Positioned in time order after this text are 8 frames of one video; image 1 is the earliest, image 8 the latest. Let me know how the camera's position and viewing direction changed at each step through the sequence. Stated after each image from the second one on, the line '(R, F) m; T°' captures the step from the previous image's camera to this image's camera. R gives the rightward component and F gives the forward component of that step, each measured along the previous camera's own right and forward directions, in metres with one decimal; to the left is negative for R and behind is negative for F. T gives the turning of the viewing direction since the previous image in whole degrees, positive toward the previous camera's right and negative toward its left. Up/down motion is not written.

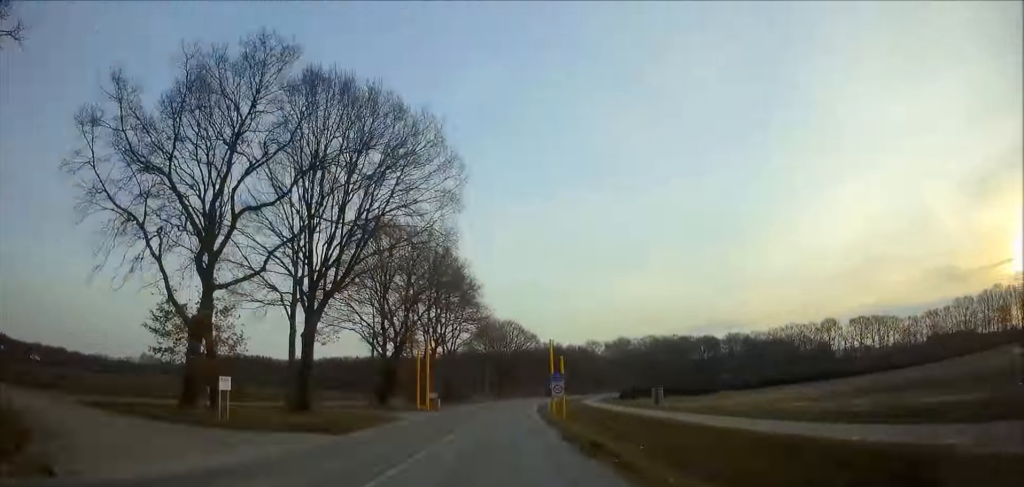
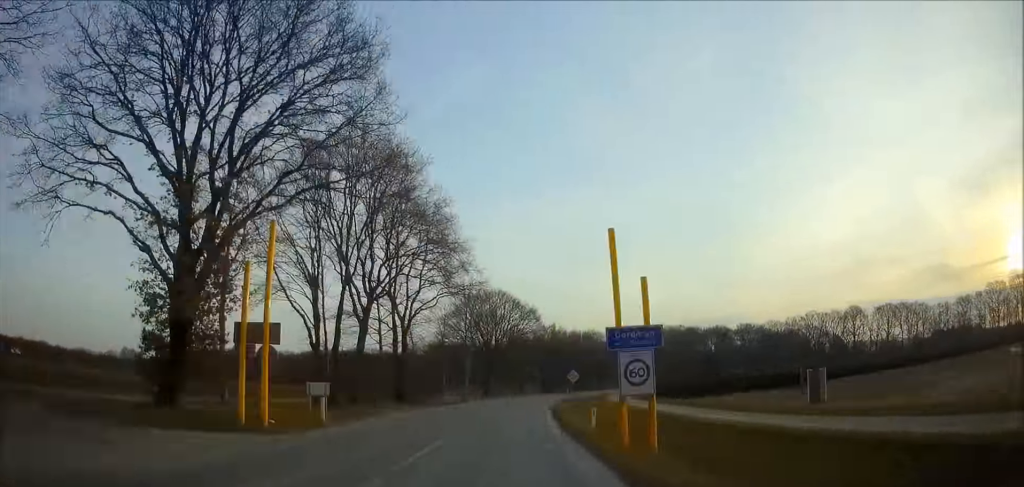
(+0.2, +26.4) m; +2°
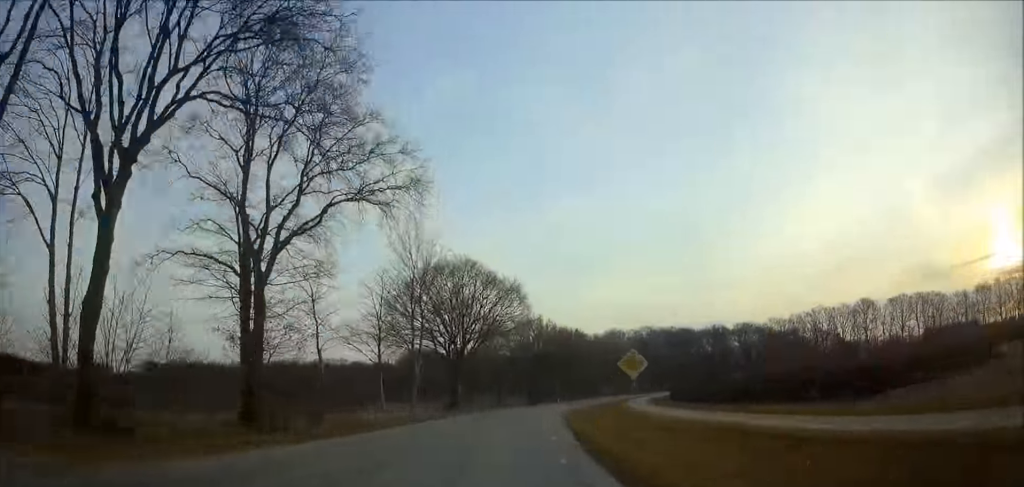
(+0.3, +22.9) m; +3°
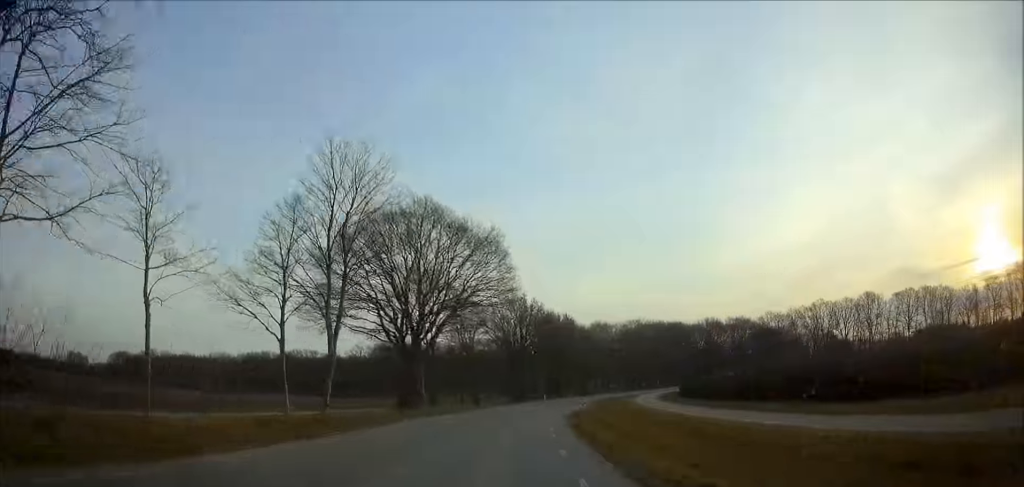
(0.0, +15.3) m; +3°
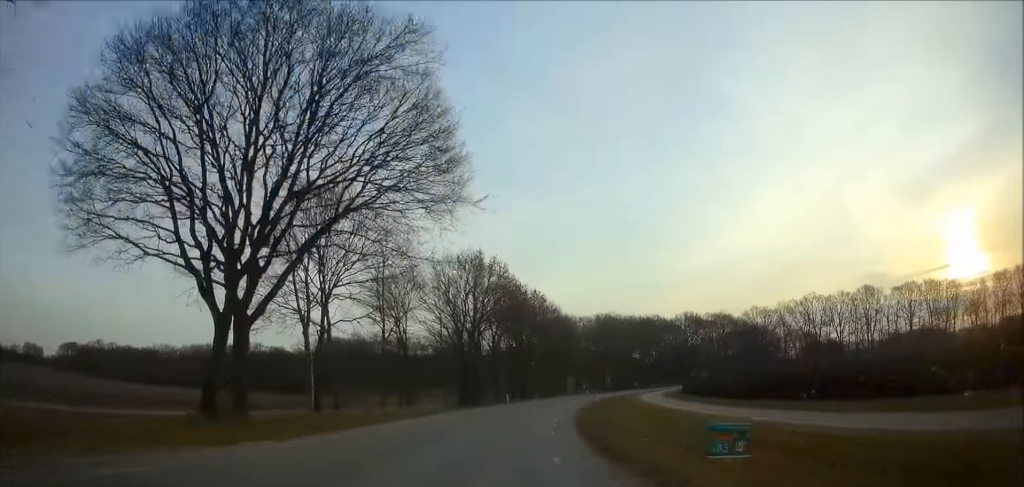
(+0.8, +21.4) m; +4°
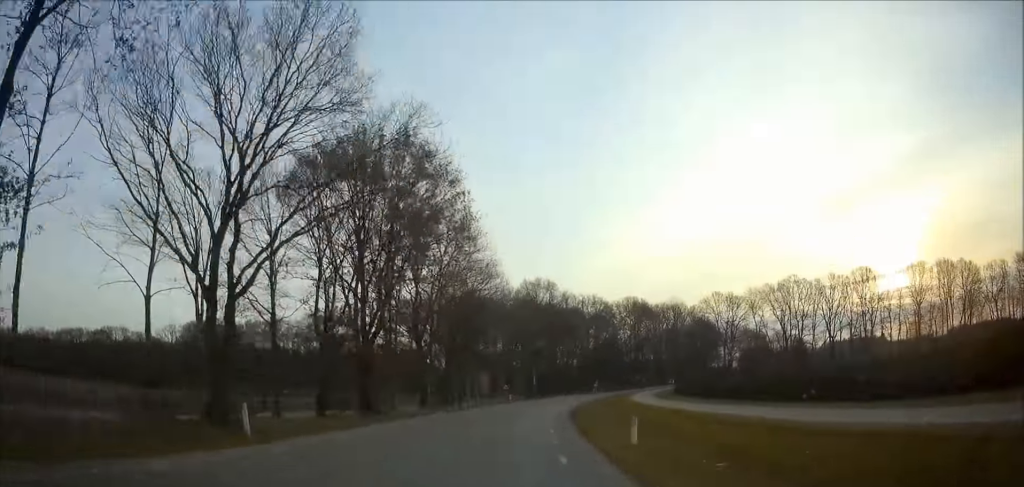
(+2.6, +43.9) m; +8°
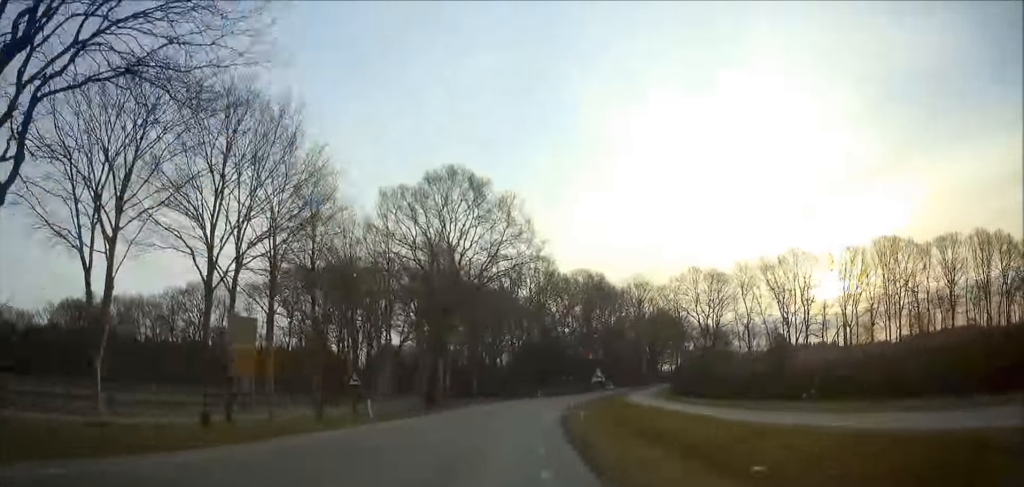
(+3.5, +37.3) m; +10°
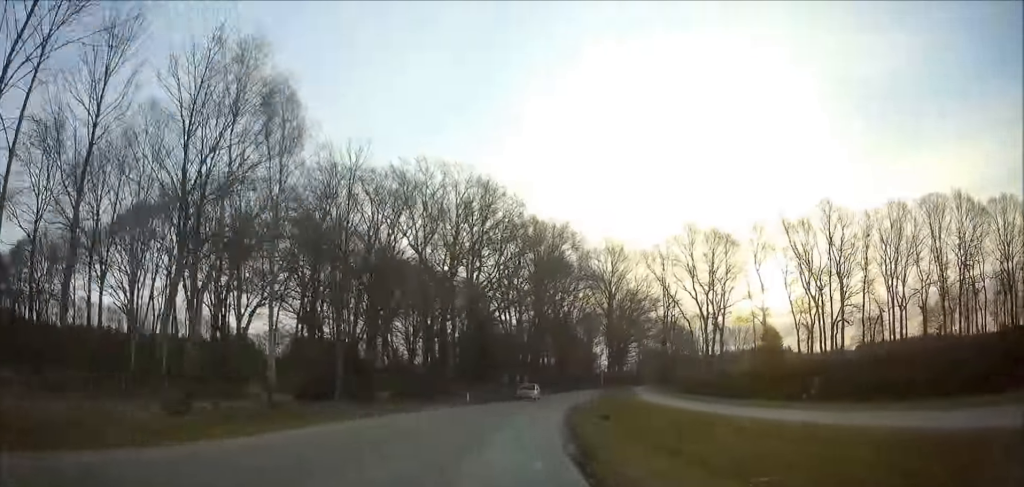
(+2.7, +34.0) m; +5°
